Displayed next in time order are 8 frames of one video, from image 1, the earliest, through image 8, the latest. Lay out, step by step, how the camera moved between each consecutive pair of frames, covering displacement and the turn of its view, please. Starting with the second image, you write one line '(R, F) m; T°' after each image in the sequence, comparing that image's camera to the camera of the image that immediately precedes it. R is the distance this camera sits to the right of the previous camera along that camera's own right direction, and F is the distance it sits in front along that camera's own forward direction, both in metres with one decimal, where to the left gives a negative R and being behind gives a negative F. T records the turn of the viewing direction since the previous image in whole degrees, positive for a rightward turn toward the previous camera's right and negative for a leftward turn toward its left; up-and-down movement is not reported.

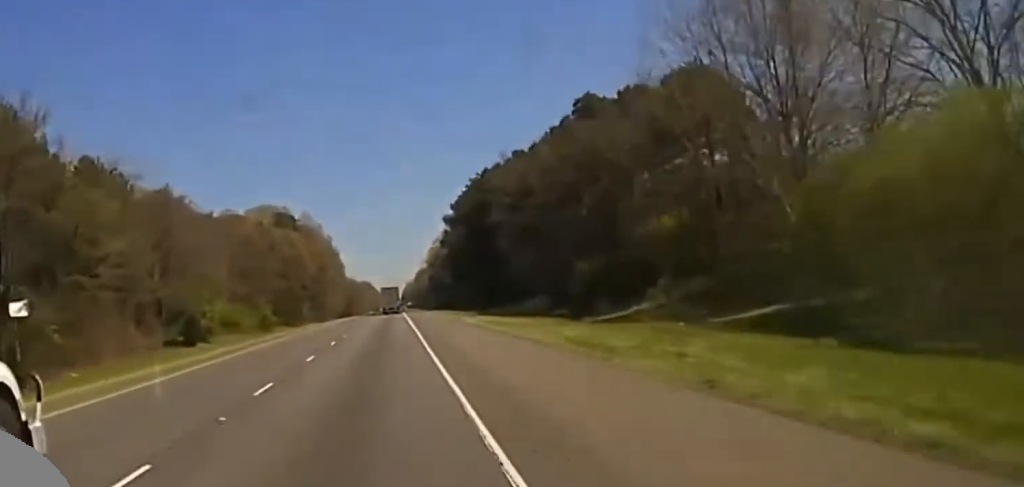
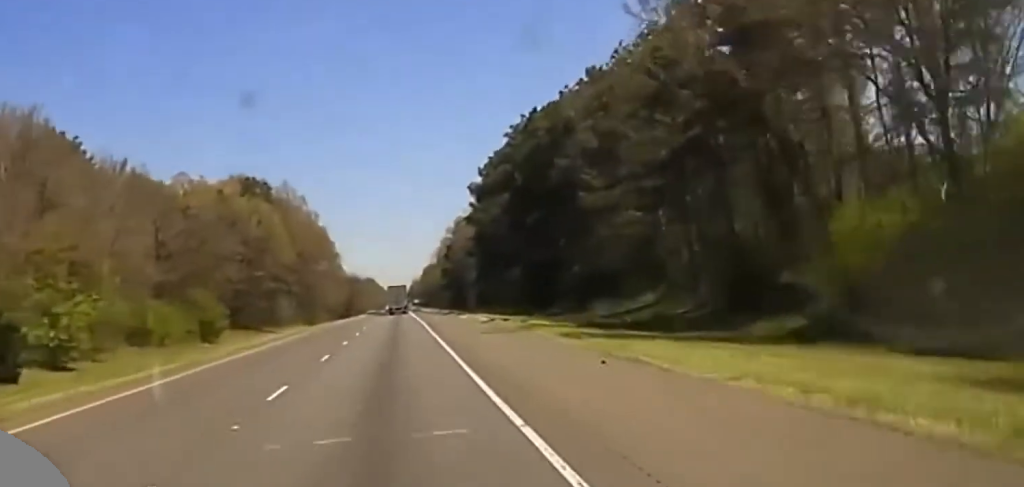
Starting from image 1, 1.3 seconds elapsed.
(+0.3, +52.0) m; 0°
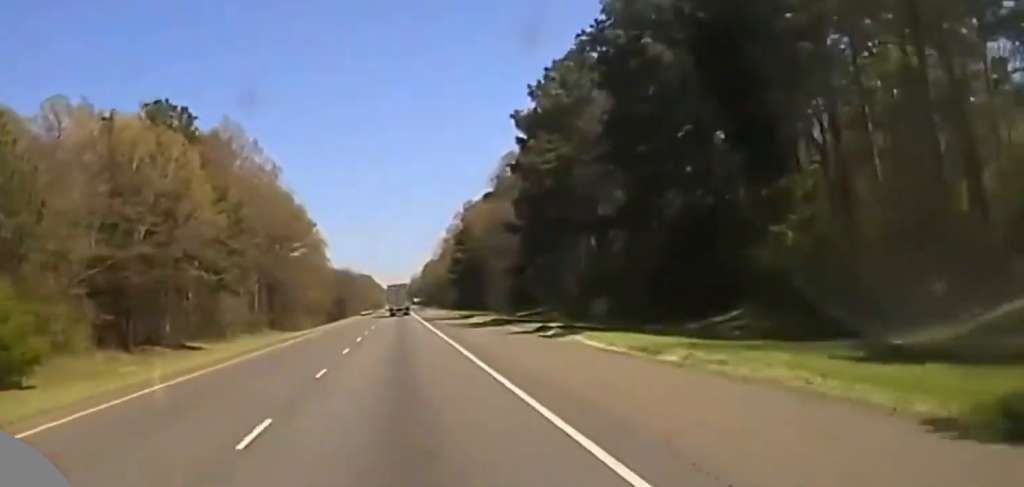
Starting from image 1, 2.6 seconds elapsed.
(-0.3, +57.6) m; -1°
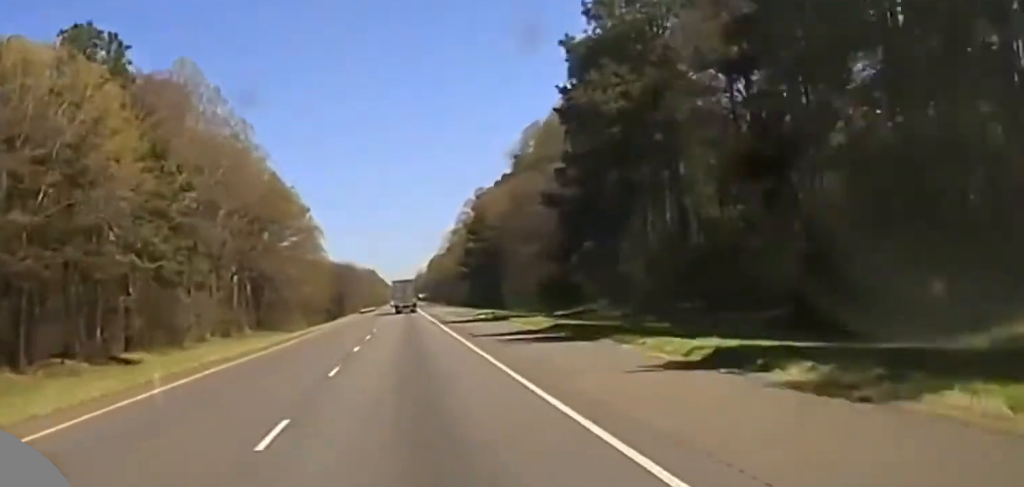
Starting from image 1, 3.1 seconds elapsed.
(-0.2, +26.3) m; 0°
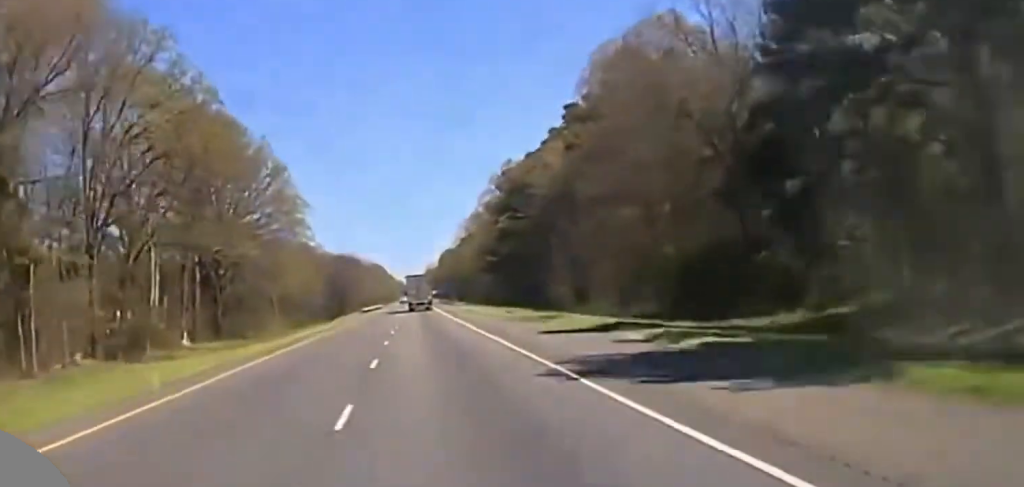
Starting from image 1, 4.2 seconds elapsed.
(+0.2, +53.0) m; 0°
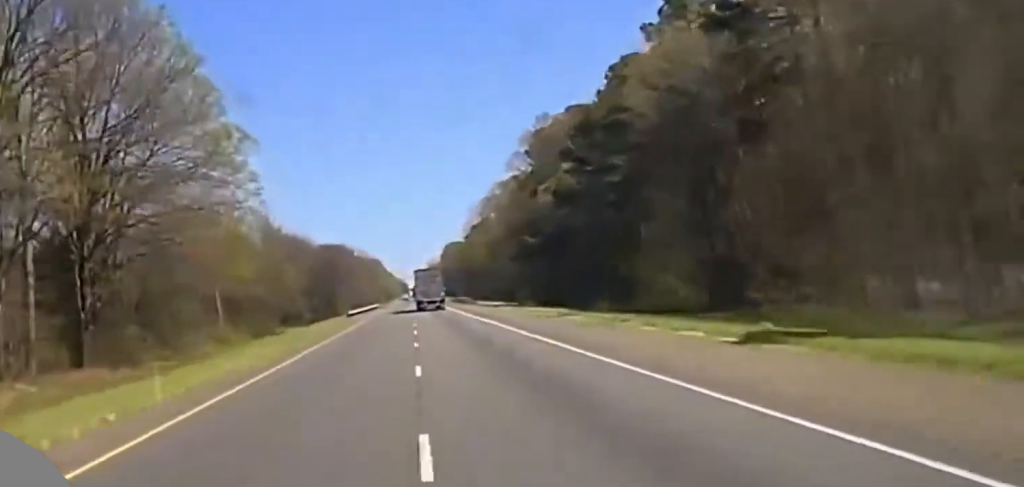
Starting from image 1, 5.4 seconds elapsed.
(-0.1, +49.5) m; 0°
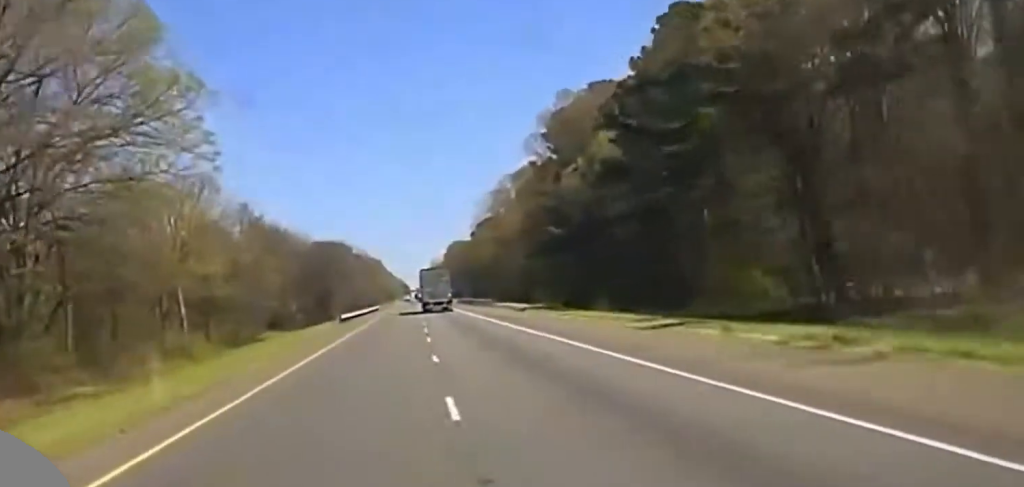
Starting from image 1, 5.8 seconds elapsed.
(0.0, +18.7) m; 0°
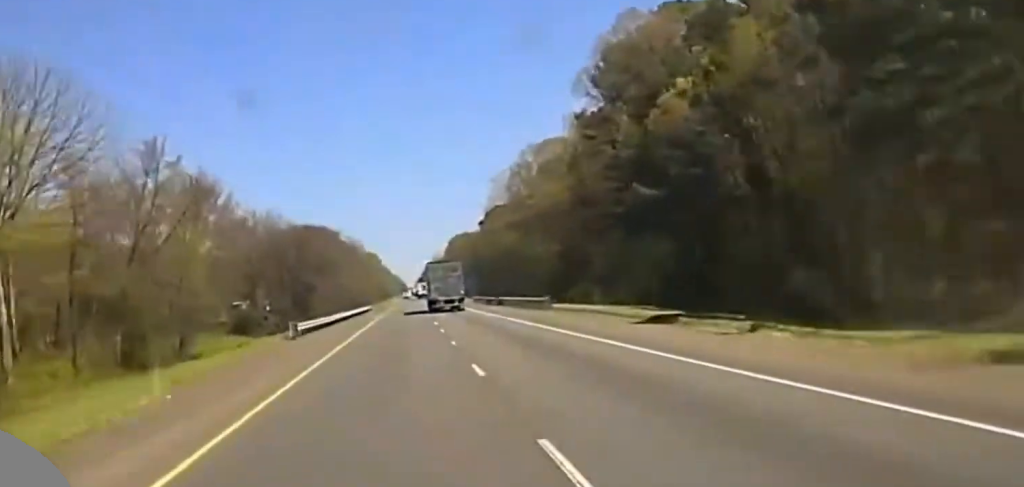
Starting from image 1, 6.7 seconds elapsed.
(0.0, +40.3) m; 0°
